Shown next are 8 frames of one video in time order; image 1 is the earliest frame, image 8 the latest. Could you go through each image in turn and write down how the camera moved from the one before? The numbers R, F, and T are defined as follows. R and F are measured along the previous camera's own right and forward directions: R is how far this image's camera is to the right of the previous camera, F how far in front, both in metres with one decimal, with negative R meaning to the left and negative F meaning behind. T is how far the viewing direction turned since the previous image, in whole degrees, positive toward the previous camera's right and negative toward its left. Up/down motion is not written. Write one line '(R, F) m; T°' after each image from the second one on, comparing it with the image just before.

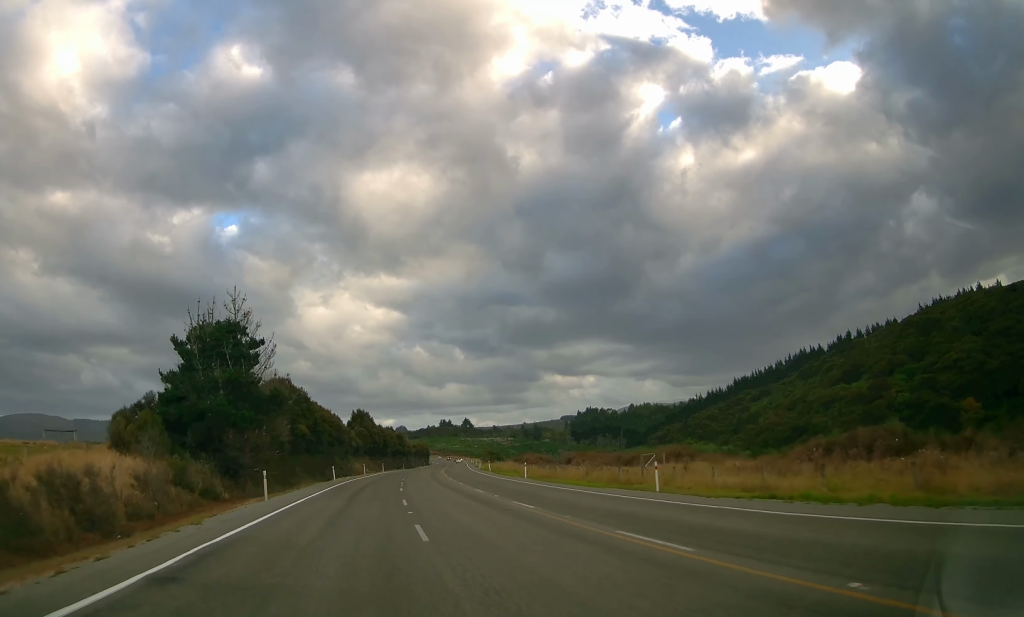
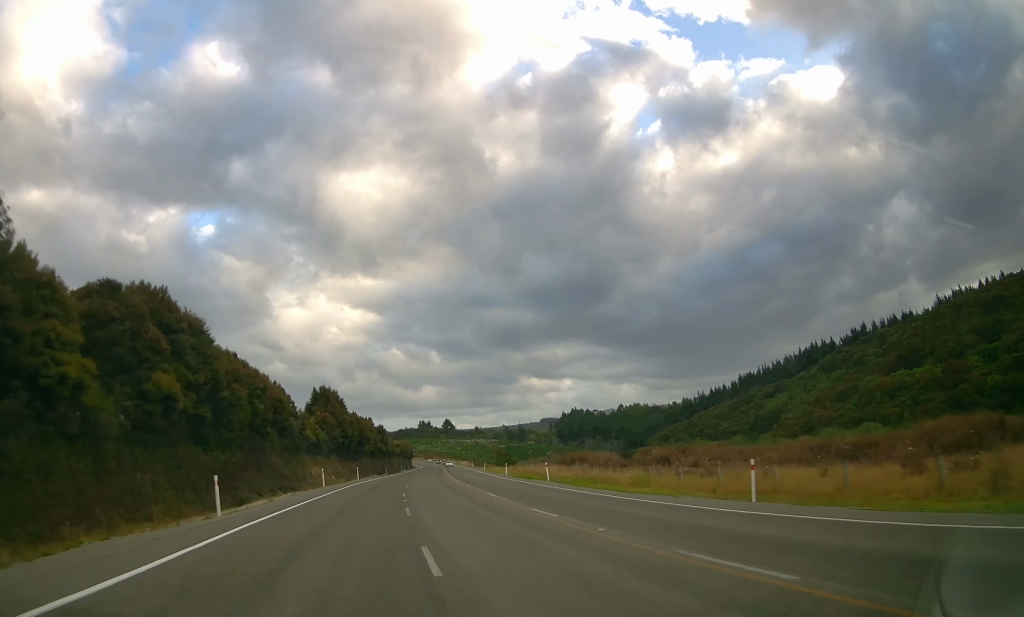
(+1.0, +33.7) m; +2°
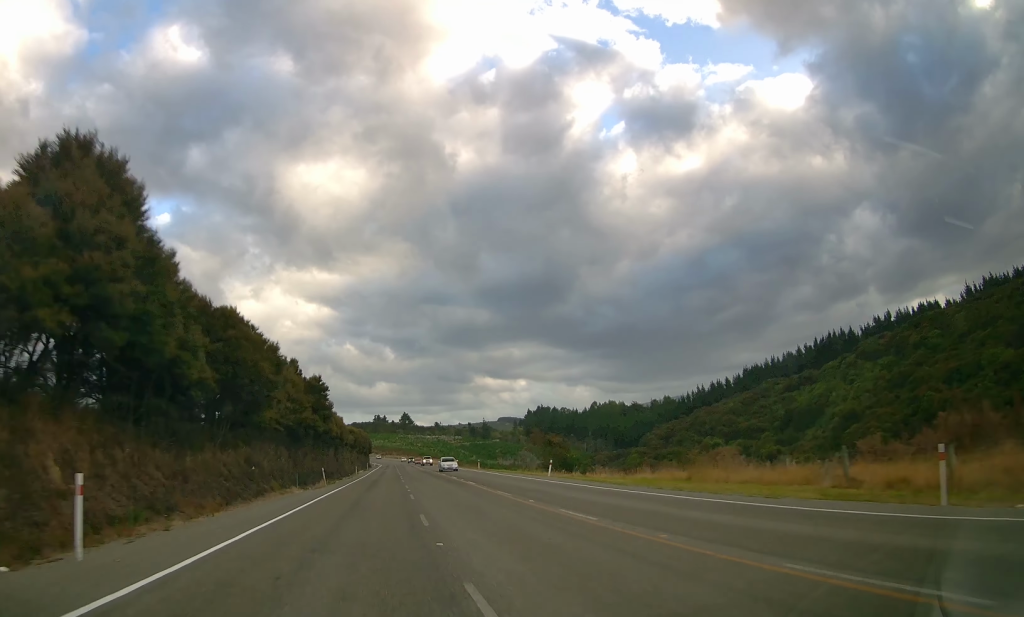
(+0.5, +54.0) m; +1°
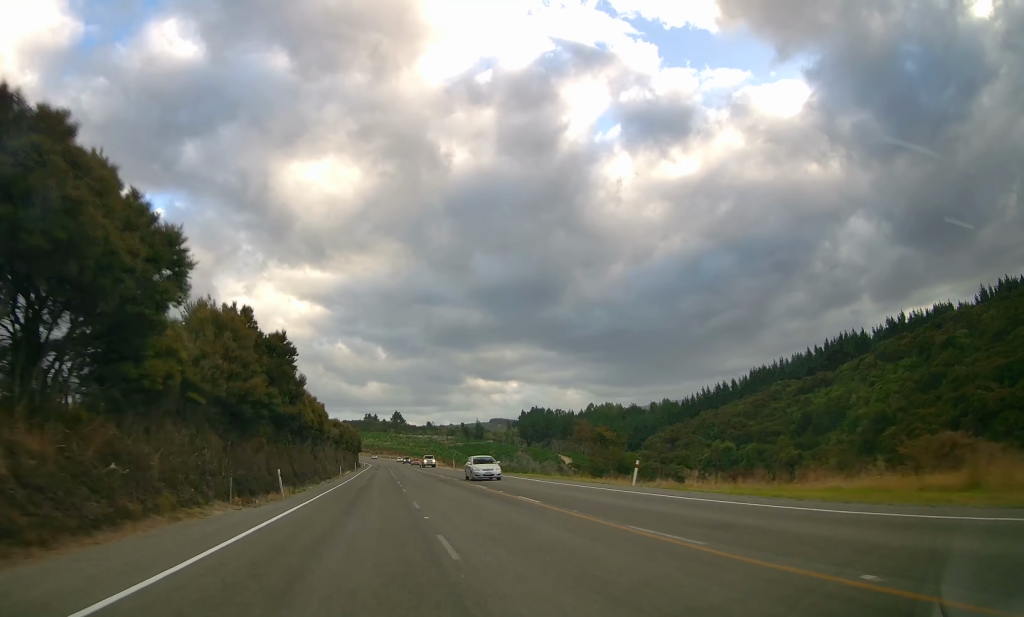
(-0.1, +15.3) m; +1°
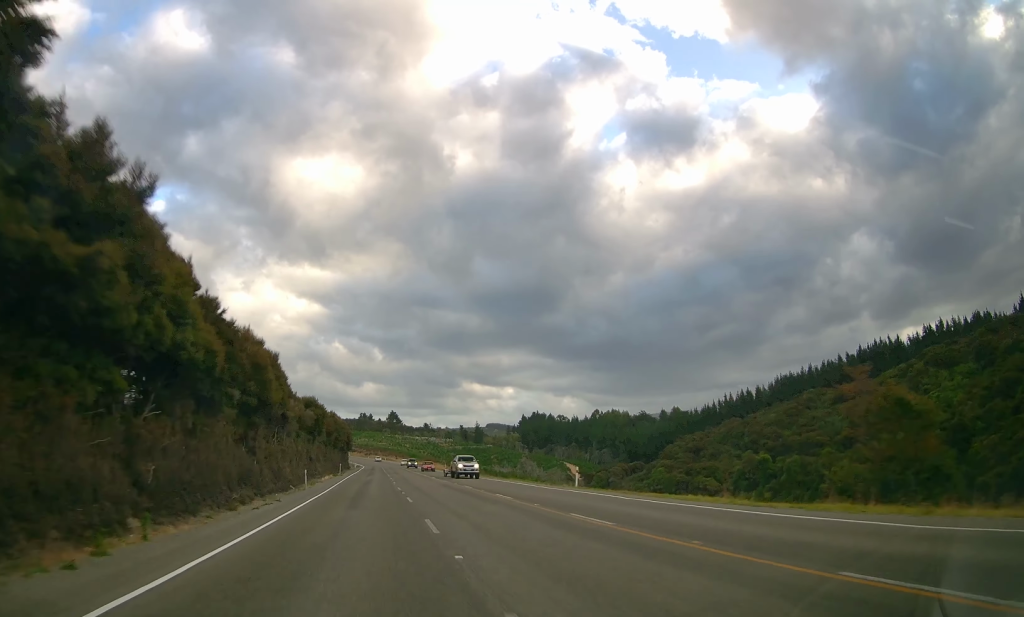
(+0.7, +26.5) m; +2°
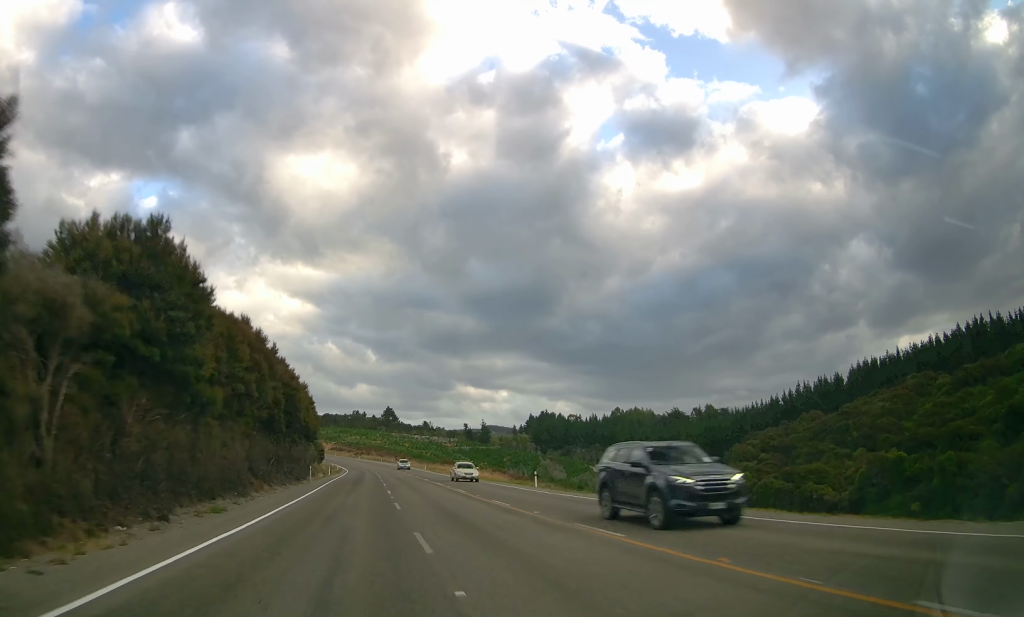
(+1.2, +62.6) m; 0°
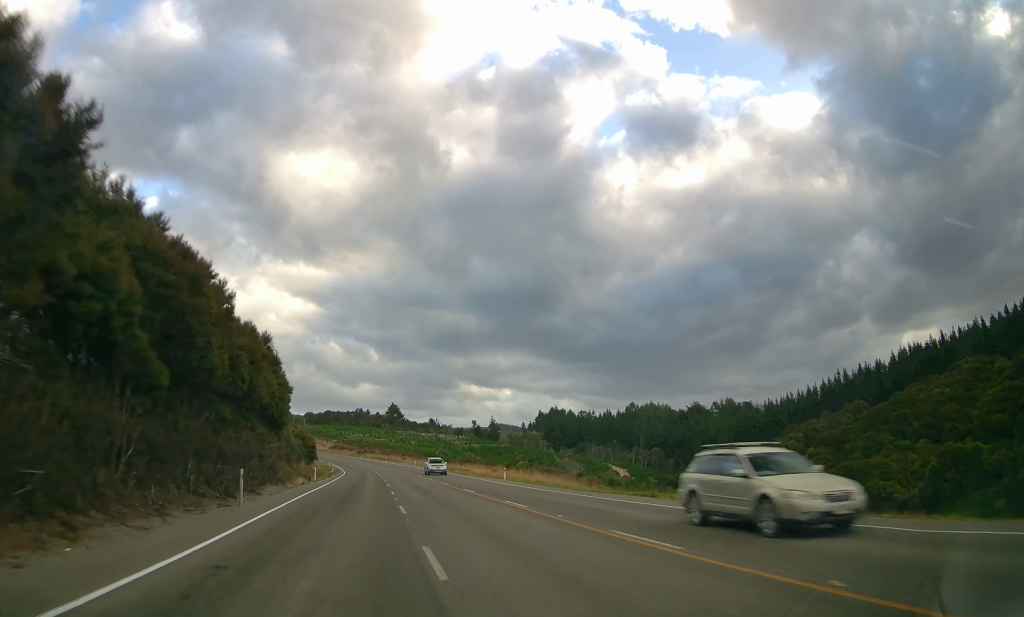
(-0.3, +22.5) m; -1°
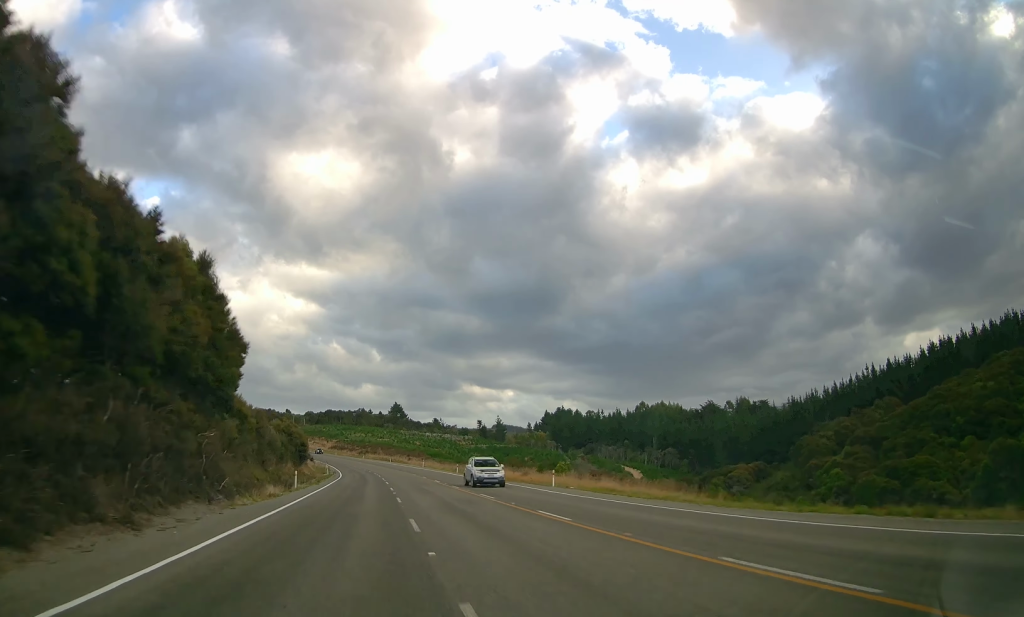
(-0.6, +14.3) m; 0°
